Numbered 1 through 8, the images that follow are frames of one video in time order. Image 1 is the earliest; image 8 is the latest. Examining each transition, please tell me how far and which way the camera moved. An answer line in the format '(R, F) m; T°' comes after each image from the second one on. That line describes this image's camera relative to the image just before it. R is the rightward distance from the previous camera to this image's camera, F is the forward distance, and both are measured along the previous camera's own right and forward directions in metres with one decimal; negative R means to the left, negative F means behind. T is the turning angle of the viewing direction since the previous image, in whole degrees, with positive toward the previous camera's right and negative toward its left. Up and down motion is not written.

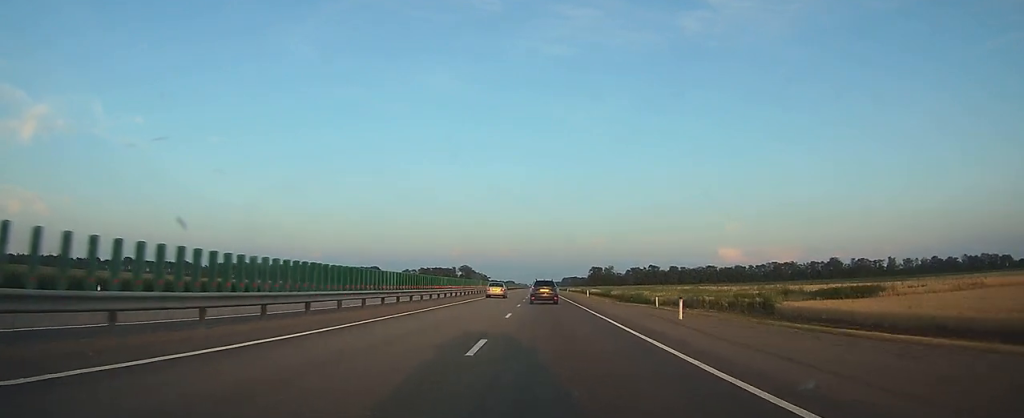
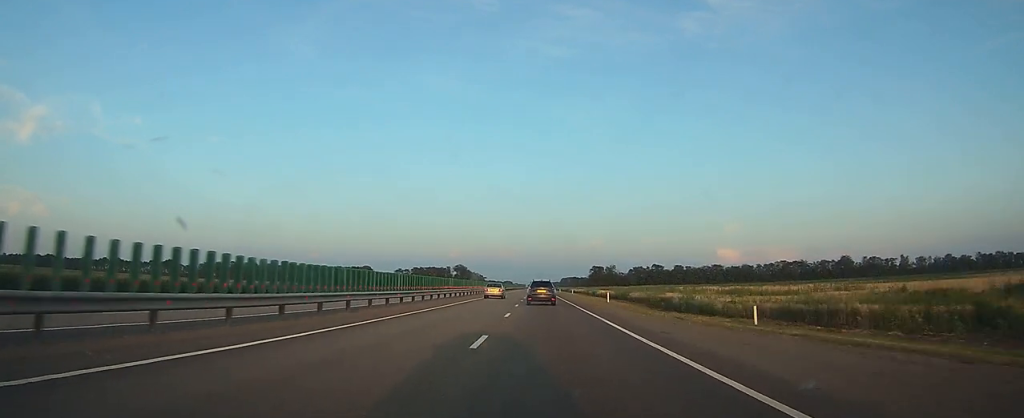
(0.0, +22.6) m; 0°
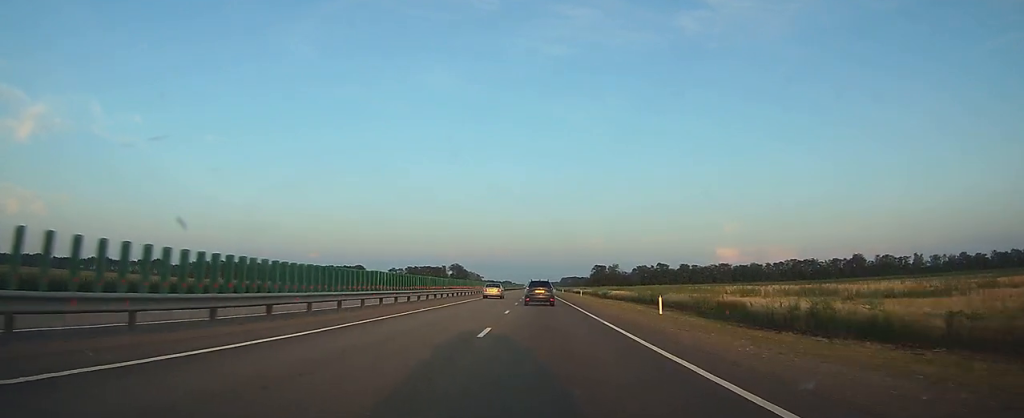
(+0.1, +21.4) m; 0°
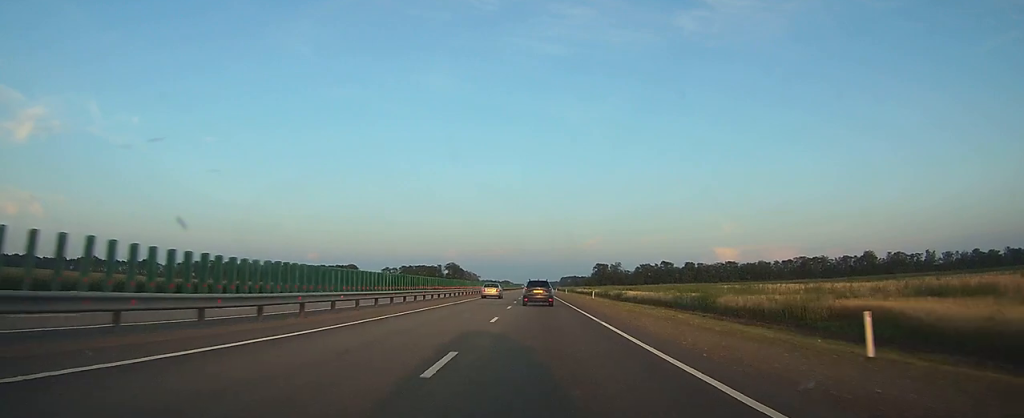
(0.0, +18.2) m; 0°
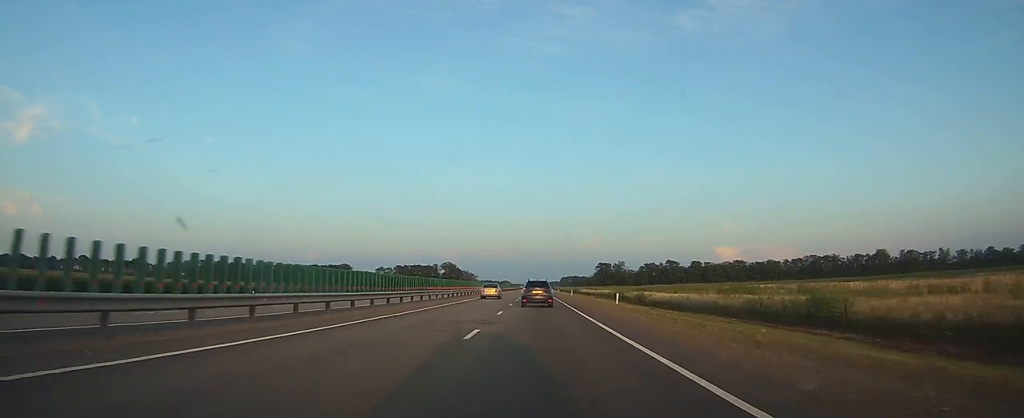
(0.0, +18.1) m; 0°
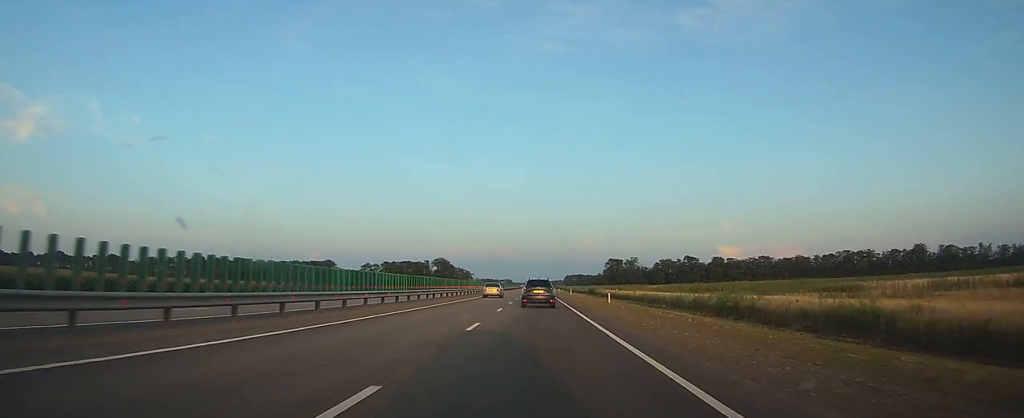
(0.0, +45.7) m; 0°
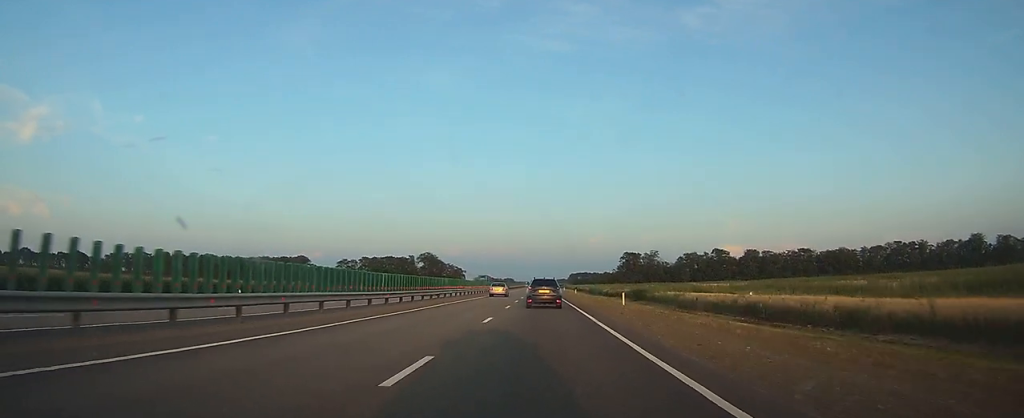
(-0.1, +57.8) m; 0°
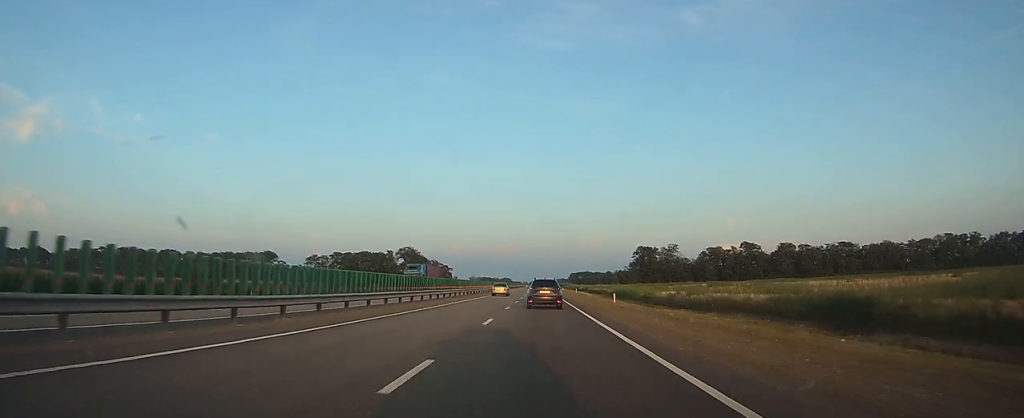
(-0.1, +49.7) m; 0°
